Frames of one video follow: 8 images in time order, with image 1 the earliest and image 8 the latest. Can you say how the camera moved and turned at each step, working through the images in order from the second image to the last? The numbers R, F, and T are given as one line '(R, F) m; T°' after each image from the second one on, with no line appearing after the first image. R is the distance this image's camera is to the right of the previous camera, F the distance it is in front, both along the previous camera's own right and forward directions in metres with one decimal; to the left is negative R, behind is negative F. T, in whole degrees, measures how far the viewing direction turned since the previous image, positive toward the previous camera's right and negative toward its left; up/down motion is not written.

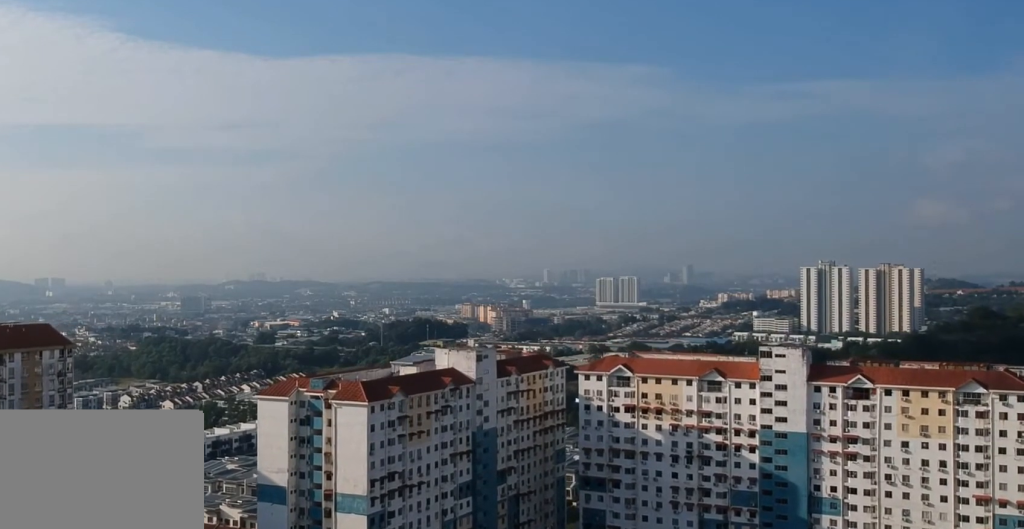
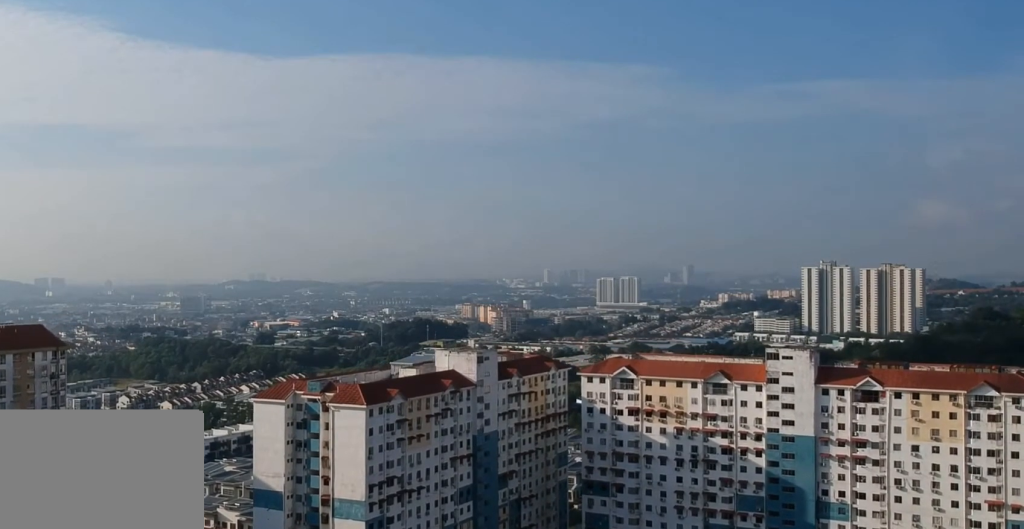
(0.0, +3.9) m; 0°
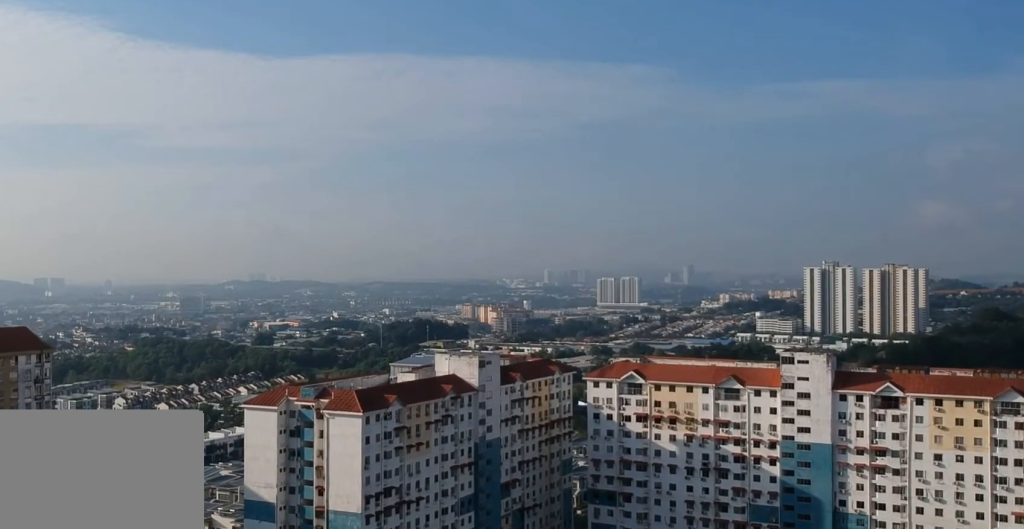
(0.0, +7.8) m; 0°
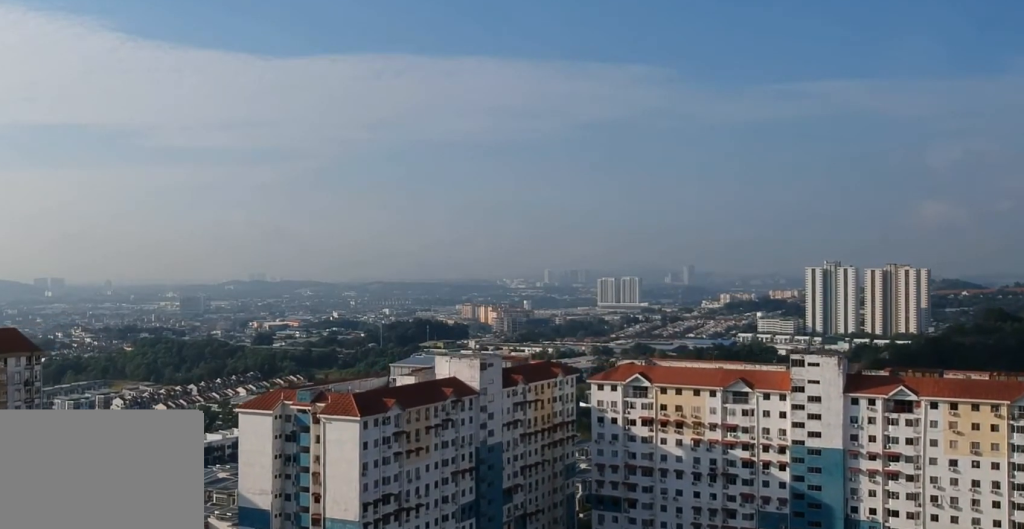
(0.0, +4.9) m; 0°
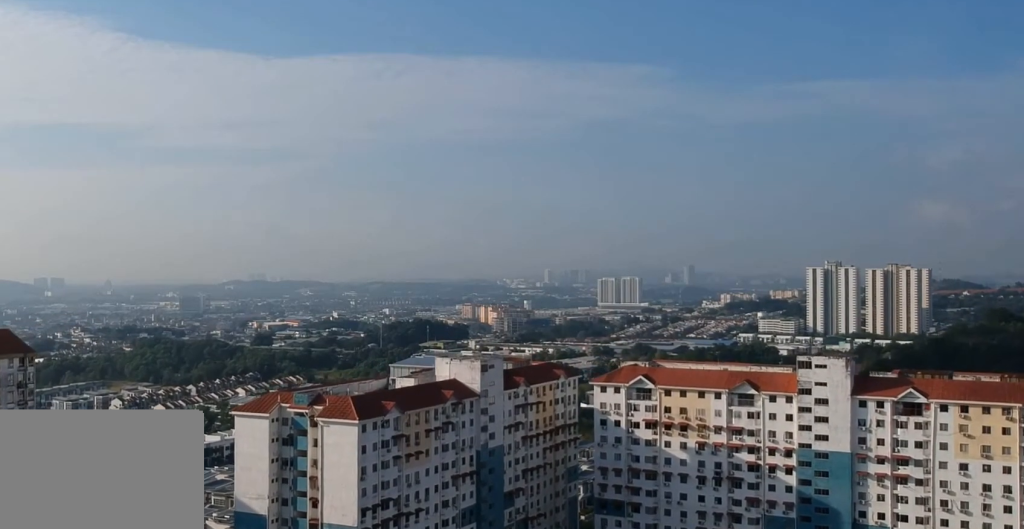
(0.0, +3.1) m; 0°
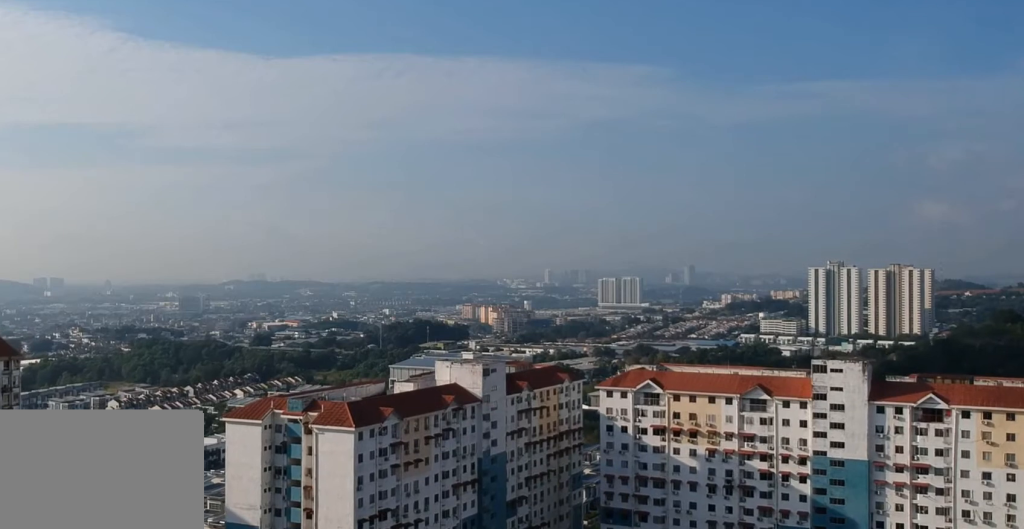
(0.0, +6.7) m; 0°
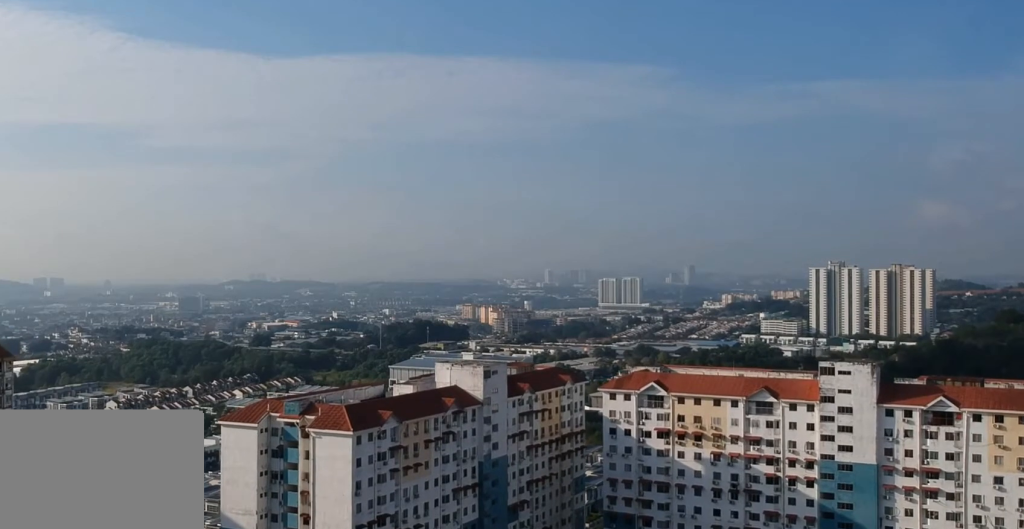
(0.0, +3.2) m; 0°
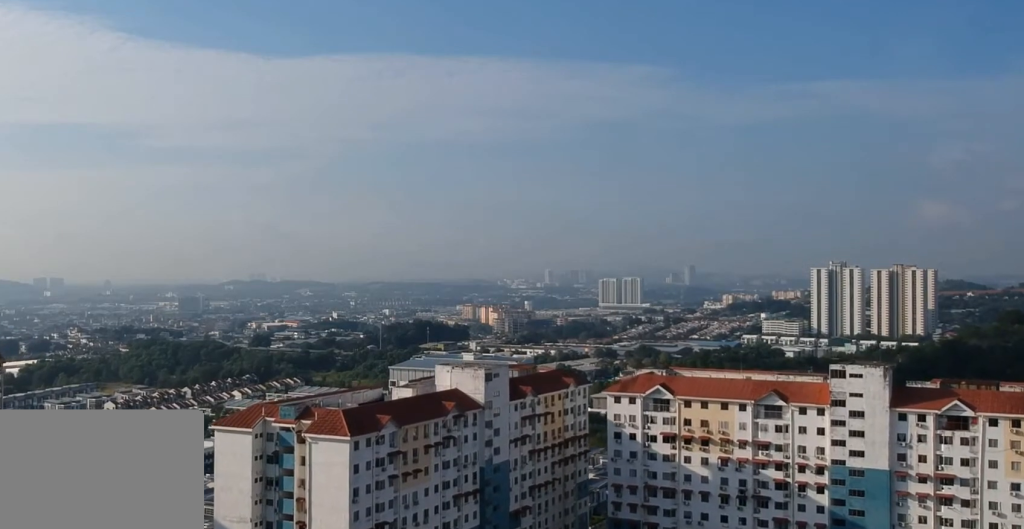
(0.0, +4.2) m; 0°
